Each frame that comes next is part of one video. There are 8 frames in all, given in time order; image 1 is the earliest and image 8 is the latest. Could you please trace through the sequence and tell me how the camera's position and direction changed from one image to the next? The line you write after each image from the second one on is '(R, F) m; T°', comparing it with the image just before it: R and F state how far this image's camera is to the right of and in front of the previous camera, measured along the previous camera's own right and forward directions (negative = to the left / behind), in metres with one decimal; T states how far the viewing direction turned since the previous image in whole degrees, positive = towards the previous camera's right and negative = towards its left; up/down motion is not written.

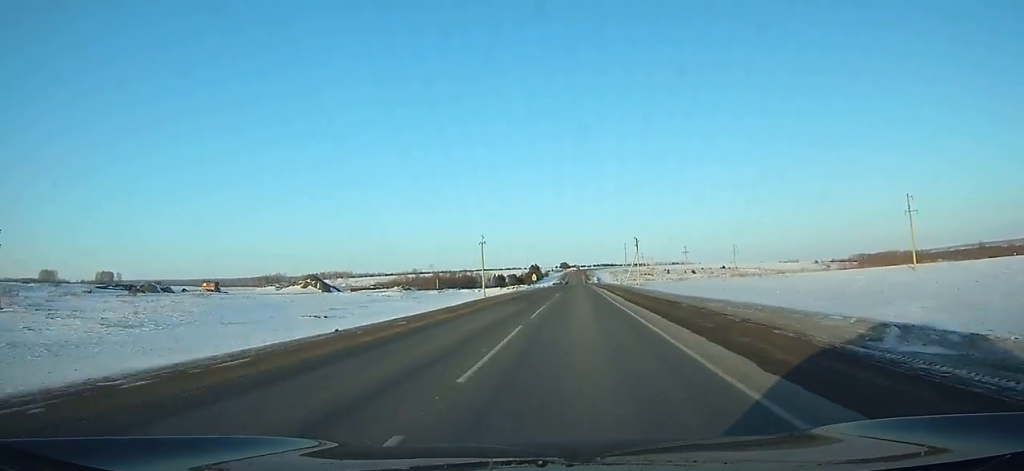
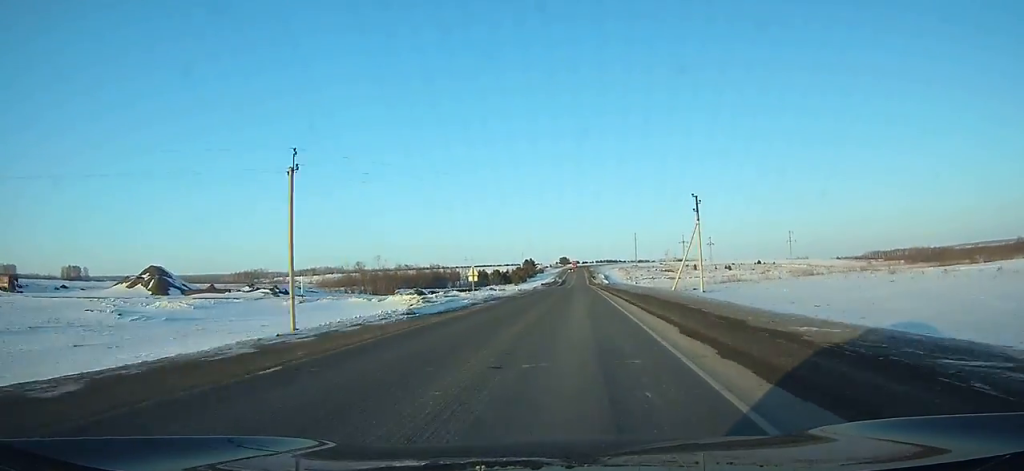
(+0.1, +63.1) m; 0°
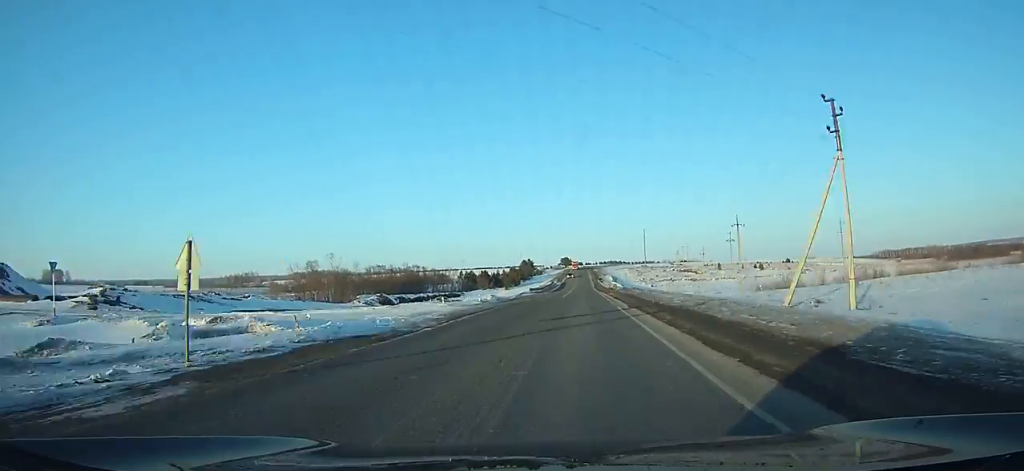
(0.0, +34.2) m; 0°
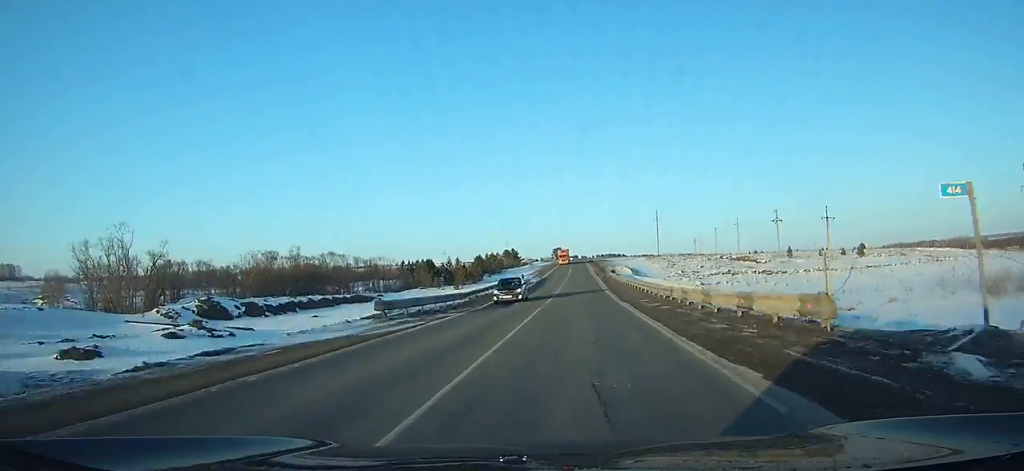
(-0.1, +65.8) m; 0°
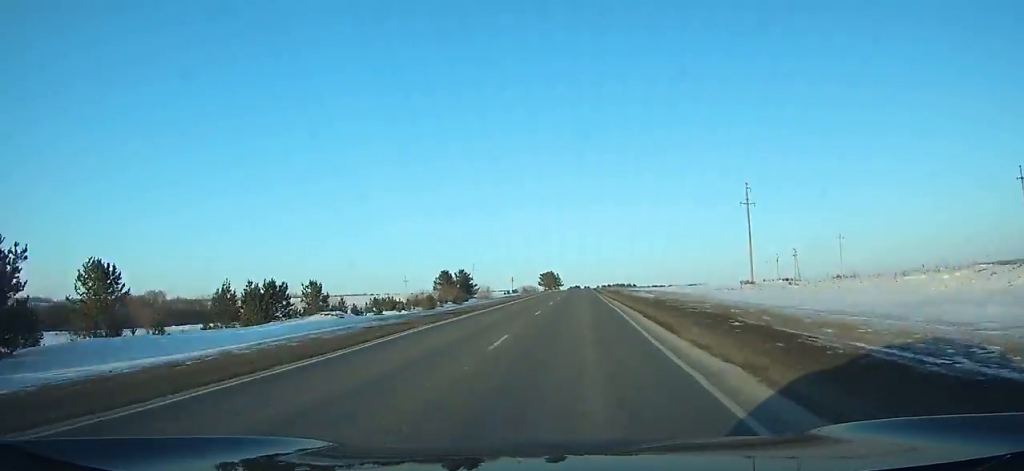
(+0.4, +131.6) m; 0°
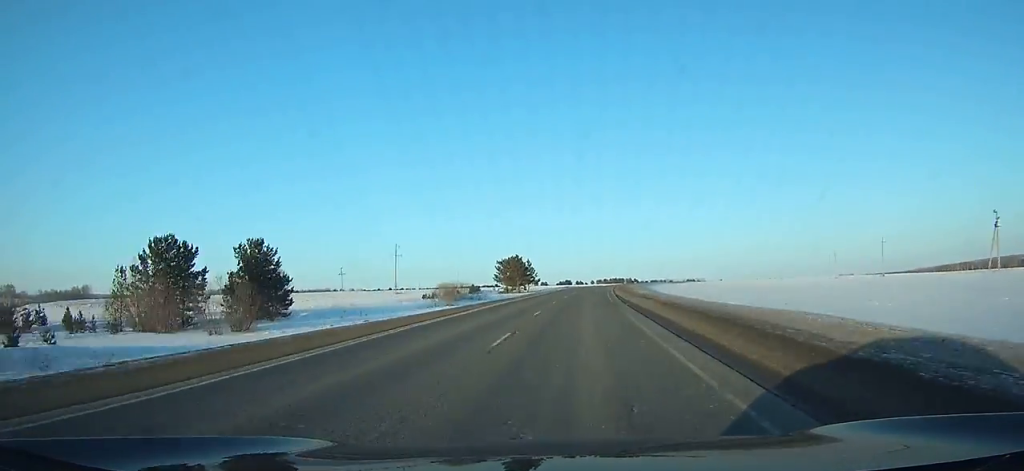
(+0.1, +104.6) m; +1°
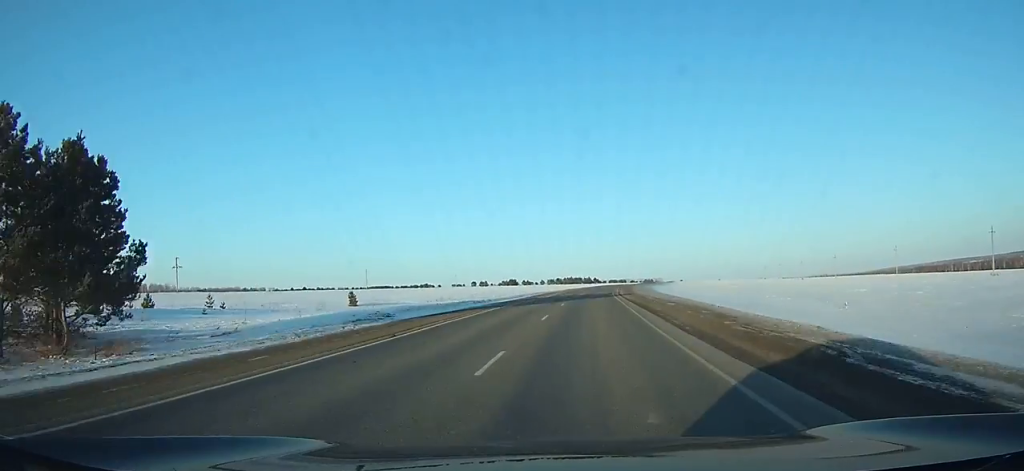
(+4.7, +113.2) m; +5°
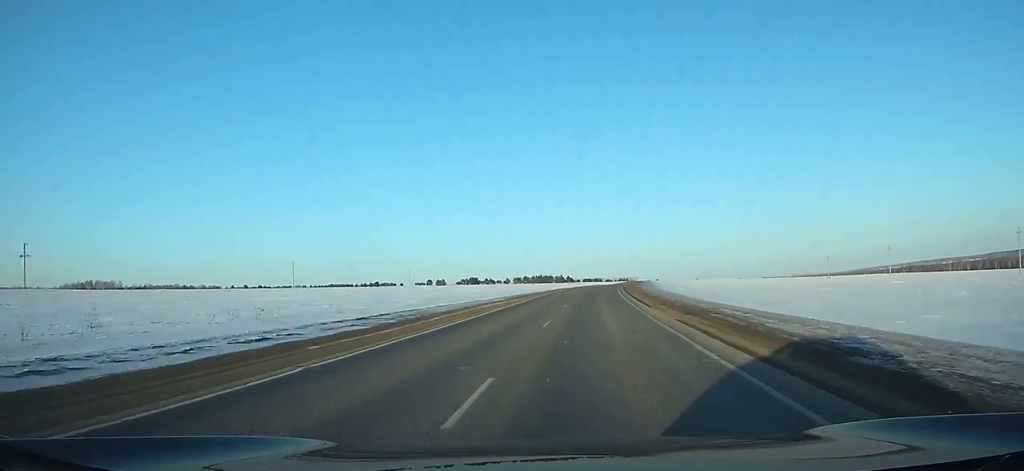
(+1.4, +64.3) m; +3°
